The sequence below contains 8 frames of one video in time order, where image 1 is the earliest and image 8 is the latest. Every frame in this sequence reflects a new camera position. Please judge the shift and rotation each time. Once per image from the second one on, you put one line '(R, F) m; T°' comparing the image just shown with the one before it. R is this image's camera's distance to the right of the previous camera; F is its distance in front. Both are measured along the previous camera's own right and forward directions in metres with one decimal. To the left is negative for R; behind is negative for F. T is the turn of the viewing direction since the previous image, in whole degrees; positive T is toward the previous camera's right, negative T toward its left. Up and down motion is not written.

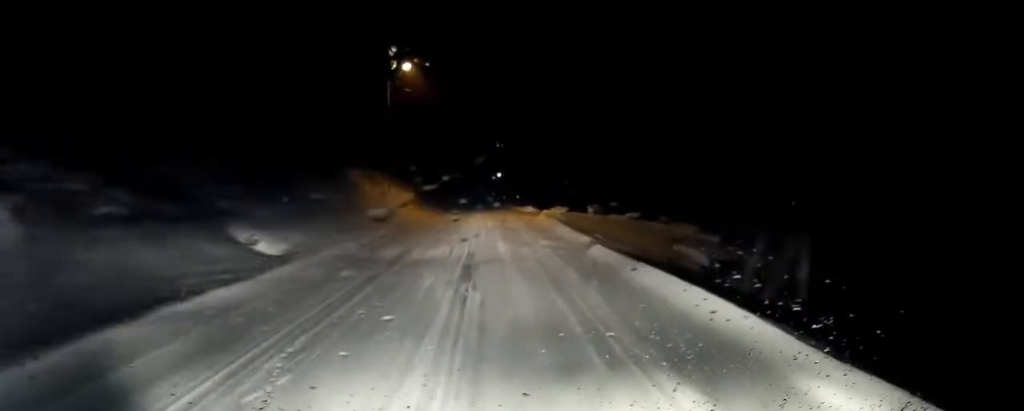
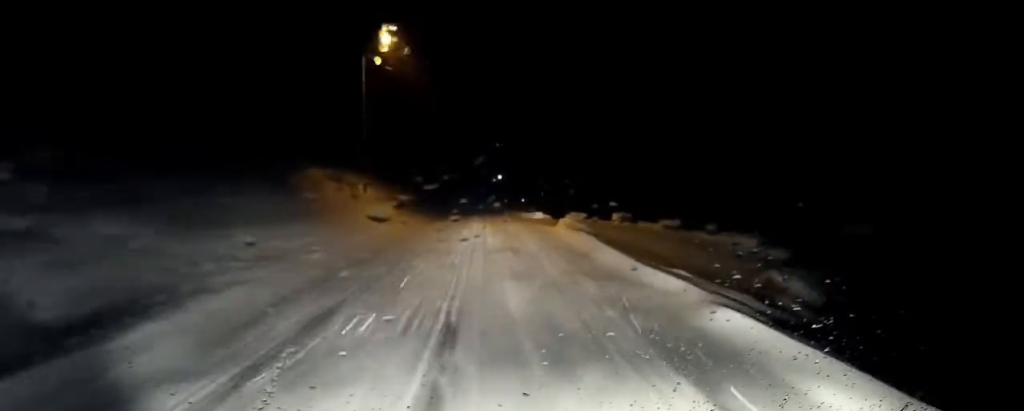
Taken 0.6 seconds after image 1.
(-0.3, +7.4) m; 0°
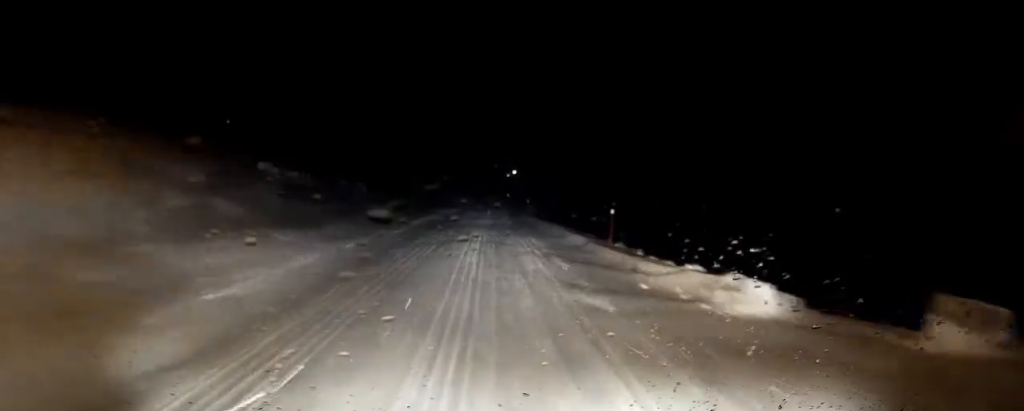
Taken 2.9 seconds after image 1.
(-0.2, +27.8) m; -2°
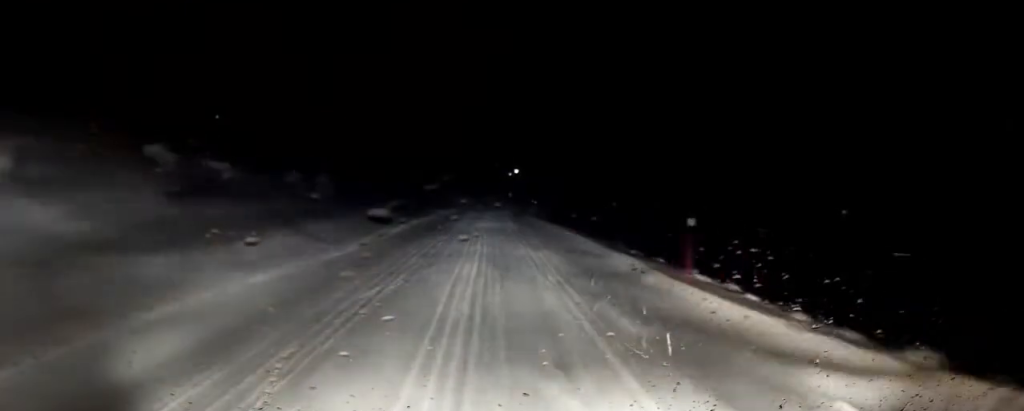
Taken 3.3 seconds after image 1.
(0.0, +5.7) m; 0°
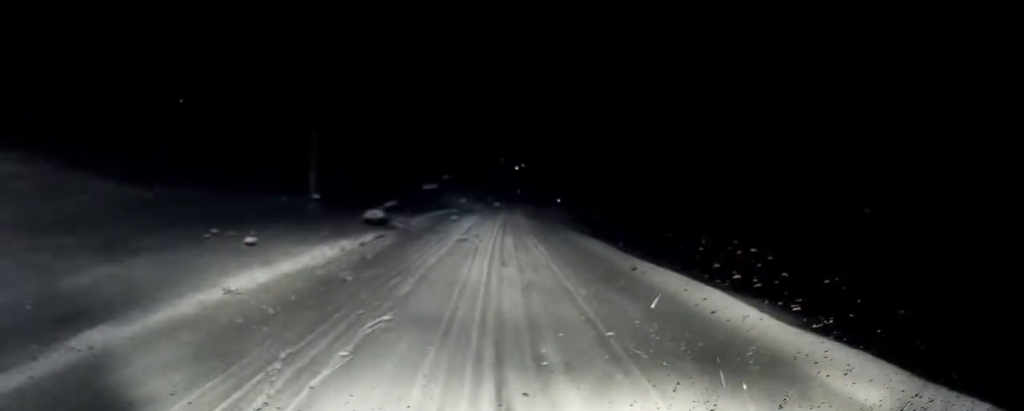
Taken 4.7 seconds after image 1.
(-0.1, +17.0) m; 0°
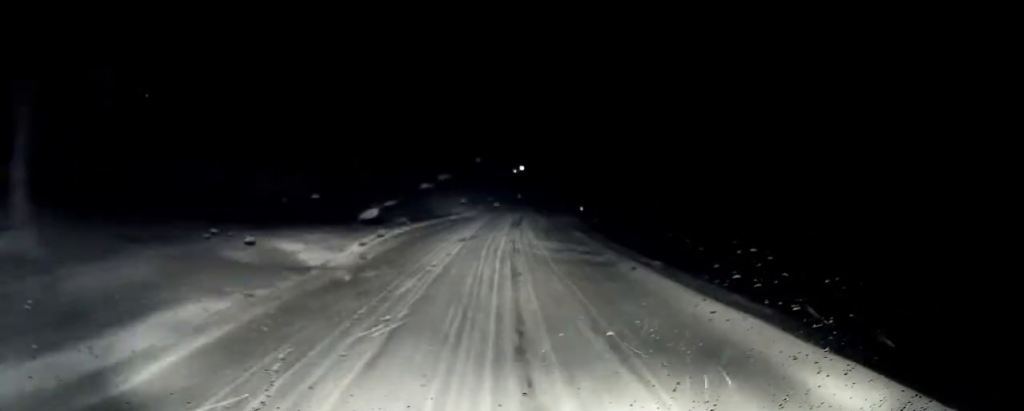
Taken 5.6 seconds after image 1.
(0.0, +10.6) m; +2°
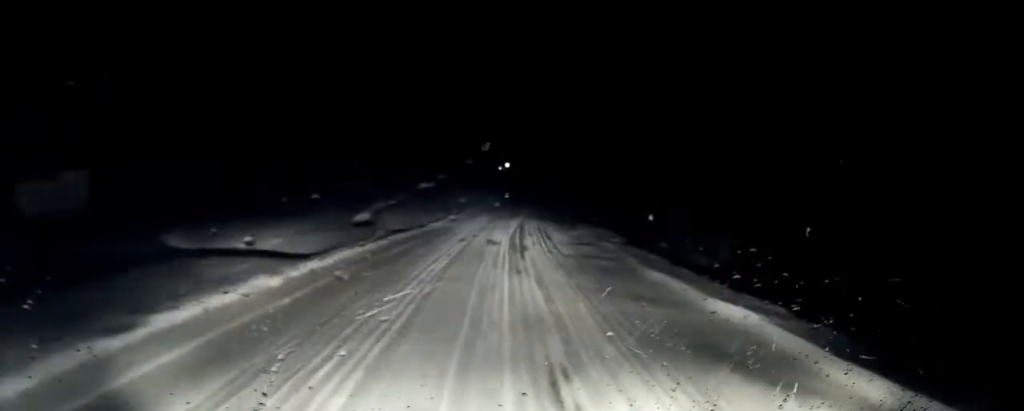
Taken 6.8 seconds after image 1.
(+0.7, +14.2) m; +5°
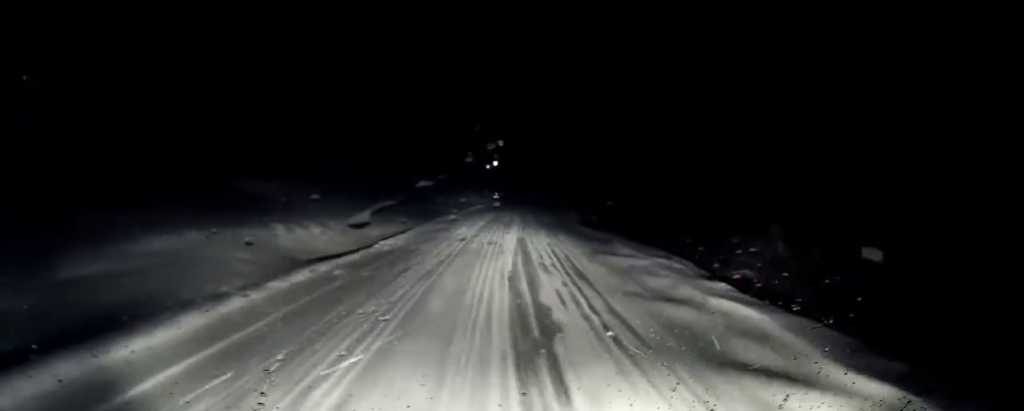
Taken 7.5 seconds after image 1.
(+0.4, +8.9) m; 0°
